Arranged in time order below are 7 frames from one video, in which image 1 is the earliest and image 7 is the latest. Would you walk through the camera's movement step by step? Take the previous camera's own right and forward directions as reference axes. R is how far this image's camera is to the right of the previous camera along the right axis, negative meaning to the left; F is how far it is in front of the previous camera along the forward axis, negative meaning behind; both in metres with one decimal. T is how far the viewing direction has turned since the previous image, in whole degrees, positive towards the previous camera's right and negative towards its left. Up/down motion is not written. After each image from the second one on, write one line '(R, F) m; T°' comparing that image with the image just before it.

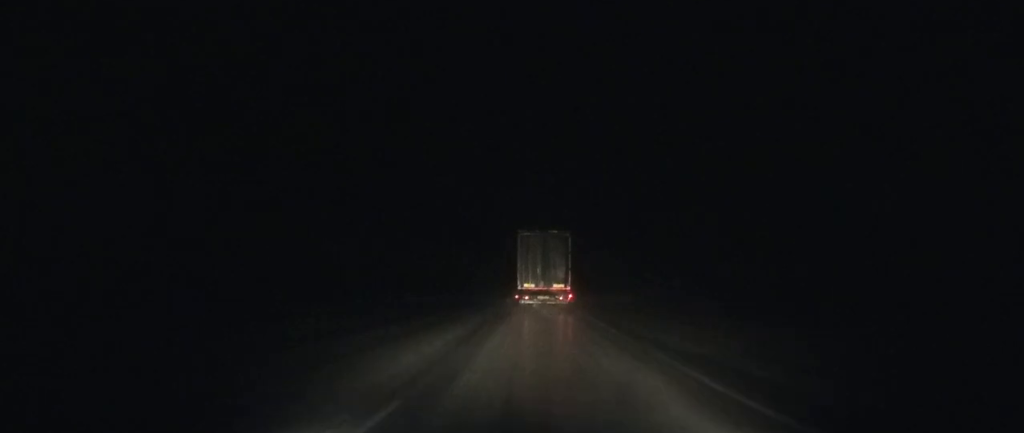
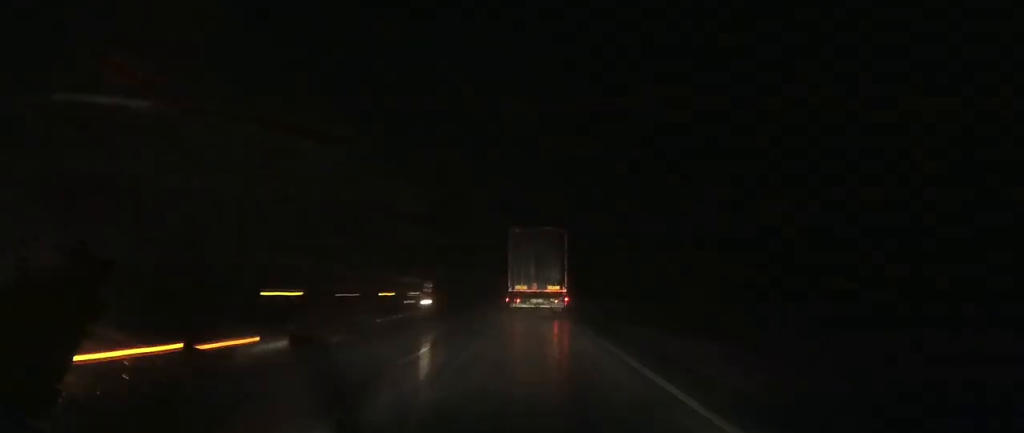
(+4.1, +193.8) m; +1°
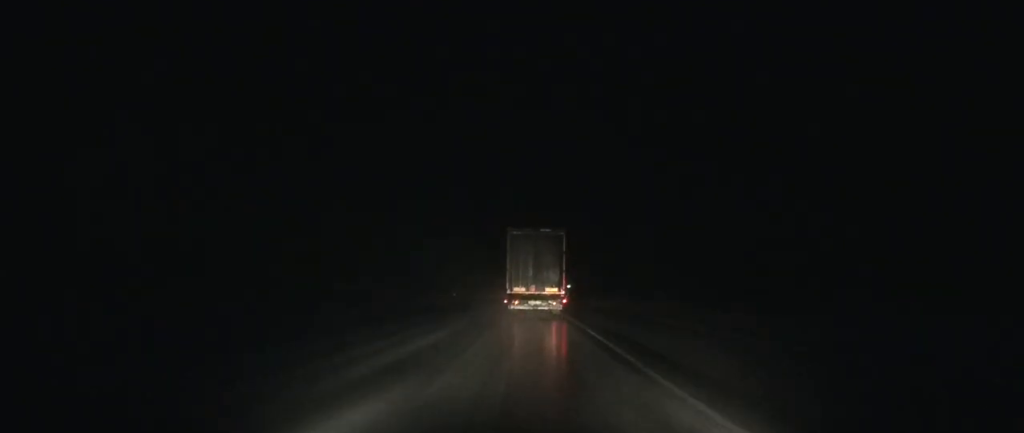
(-0.3, +43.9) m; 0°
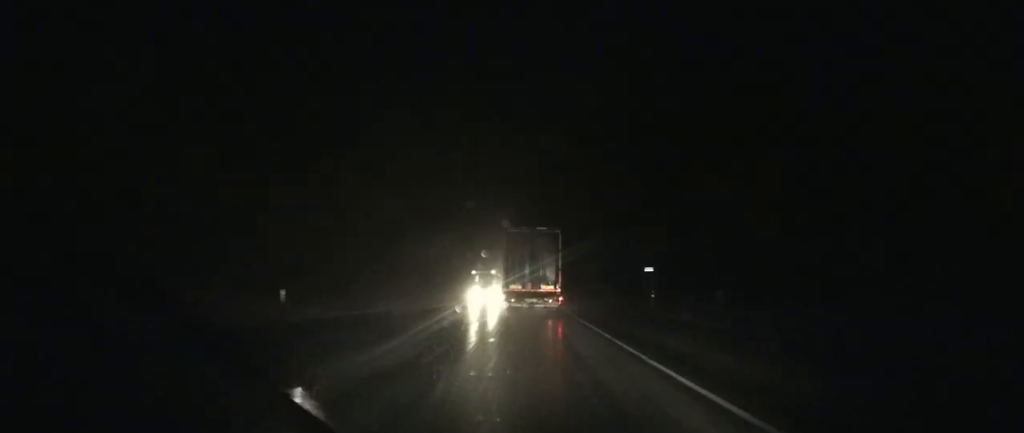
(+0.7, +75.2) m; +1°
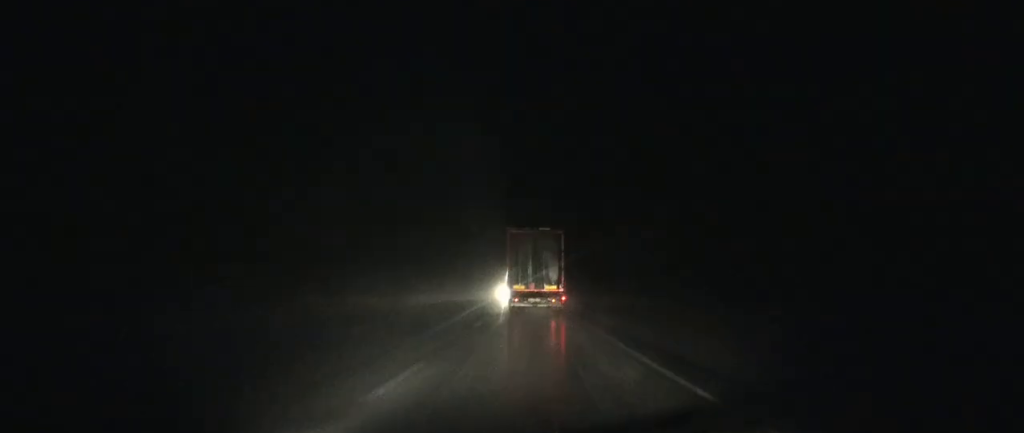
(+0.4, +40.3) m; 0°
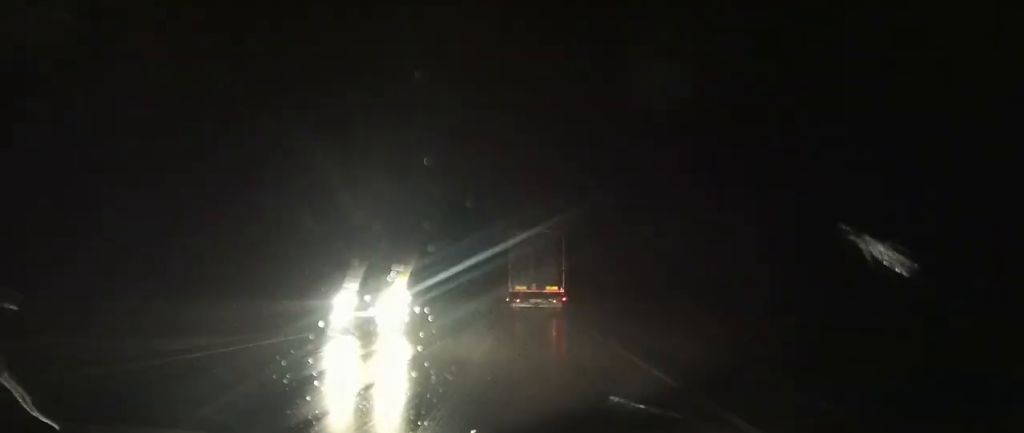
(0.0, +43.0) m; 0°
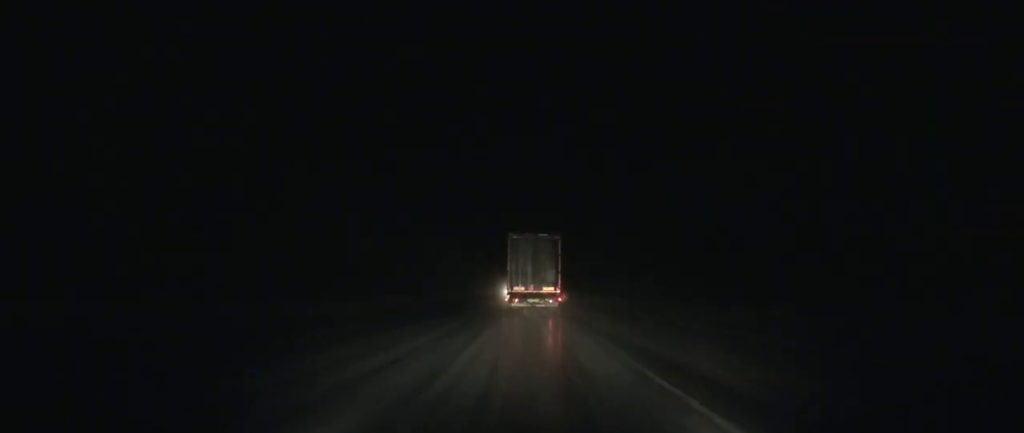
(+0.1, +46.1) m; 0°
